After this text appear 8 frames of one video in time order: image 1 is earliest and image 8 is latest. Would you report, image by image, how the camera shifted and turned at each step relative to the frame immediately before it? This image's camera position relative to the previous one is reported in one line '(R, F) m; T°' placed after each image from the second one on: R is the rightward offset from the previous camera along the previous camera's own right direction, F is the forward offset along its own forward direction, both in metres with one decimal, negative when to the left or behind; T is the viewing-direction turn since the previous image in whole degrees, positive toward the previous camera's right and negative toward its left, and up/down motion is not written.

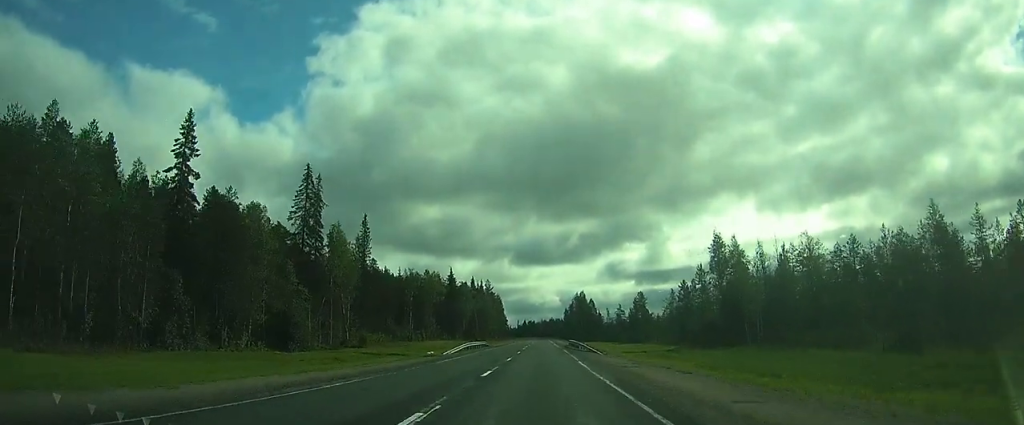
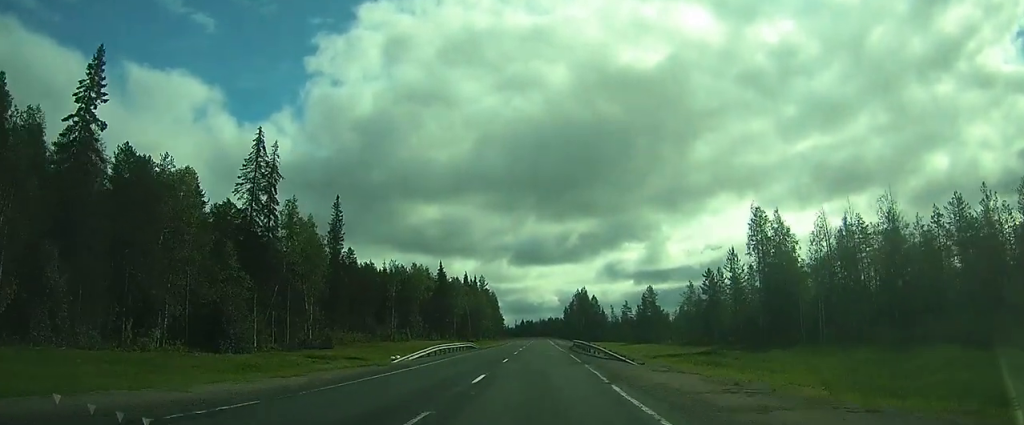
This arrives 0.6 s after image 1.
(+0.3, +13.1) m; 0°
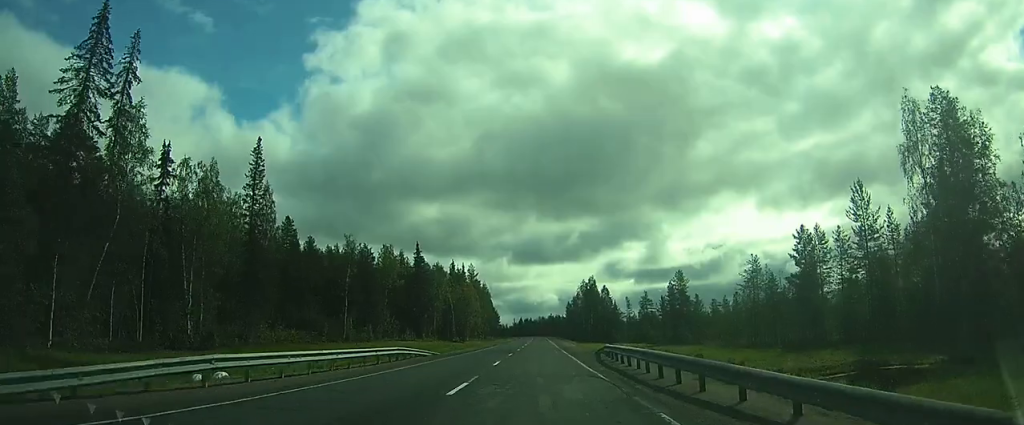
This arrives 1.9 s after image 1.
(-0.1, +25.7) m; 0°
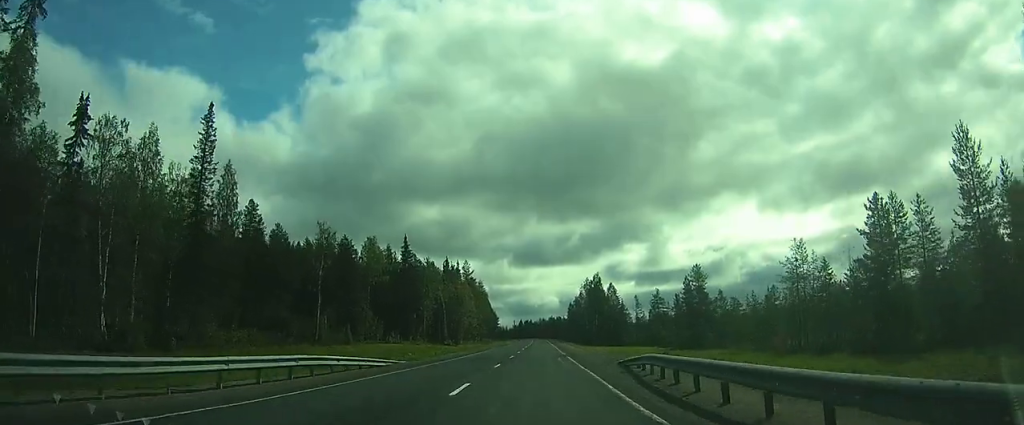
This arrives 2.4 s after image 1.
(0.0, +10.5) m; 0°
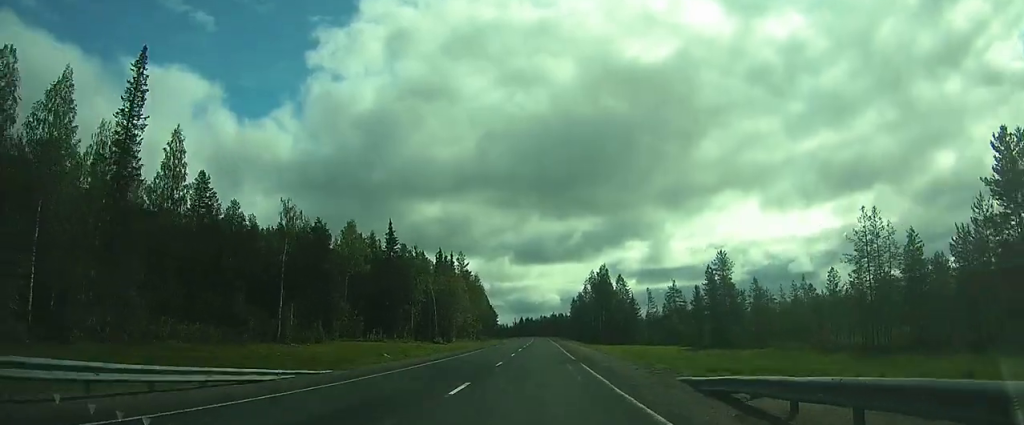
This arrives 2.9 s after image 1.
(+0.2, +11.3) m; 0°
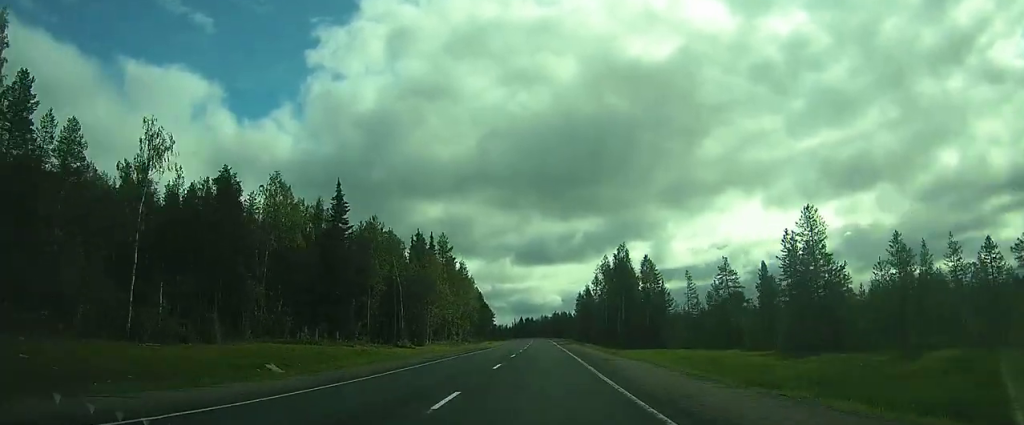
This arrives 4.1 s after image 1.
(-0.5, +25.2) m; 0°
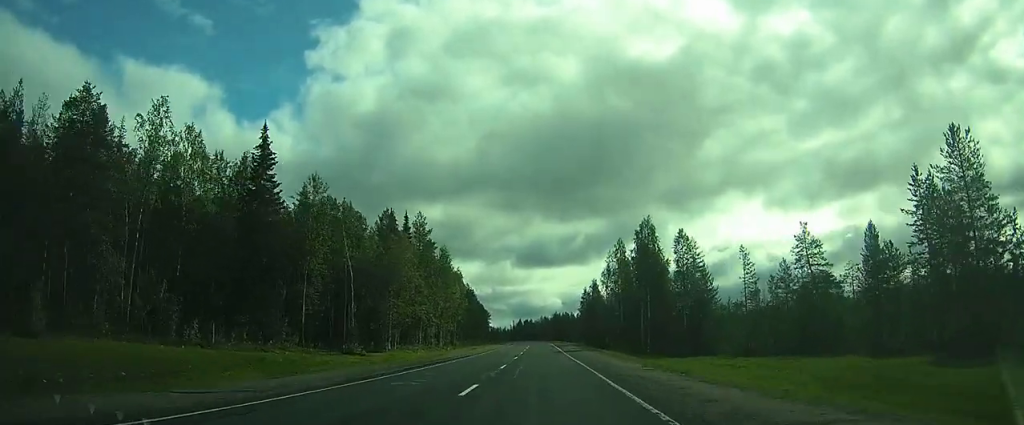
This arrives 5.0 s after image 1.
(+0.4, +20.7) m; +2°
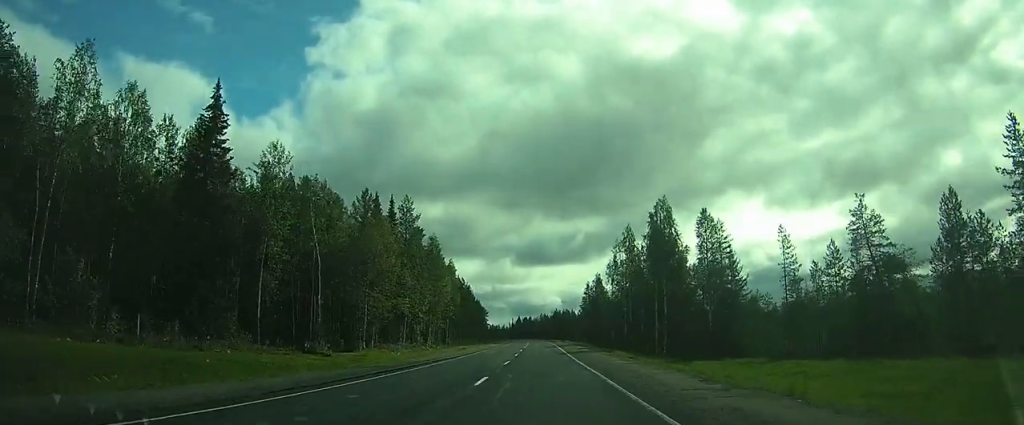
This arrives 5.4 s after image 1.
(+0.1, +9.0) m; +1°
